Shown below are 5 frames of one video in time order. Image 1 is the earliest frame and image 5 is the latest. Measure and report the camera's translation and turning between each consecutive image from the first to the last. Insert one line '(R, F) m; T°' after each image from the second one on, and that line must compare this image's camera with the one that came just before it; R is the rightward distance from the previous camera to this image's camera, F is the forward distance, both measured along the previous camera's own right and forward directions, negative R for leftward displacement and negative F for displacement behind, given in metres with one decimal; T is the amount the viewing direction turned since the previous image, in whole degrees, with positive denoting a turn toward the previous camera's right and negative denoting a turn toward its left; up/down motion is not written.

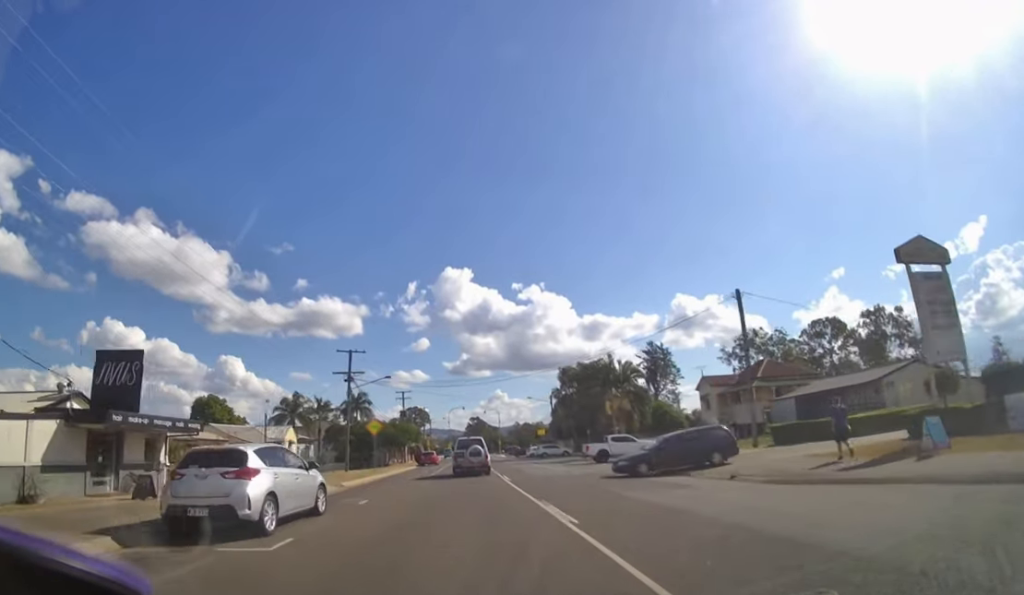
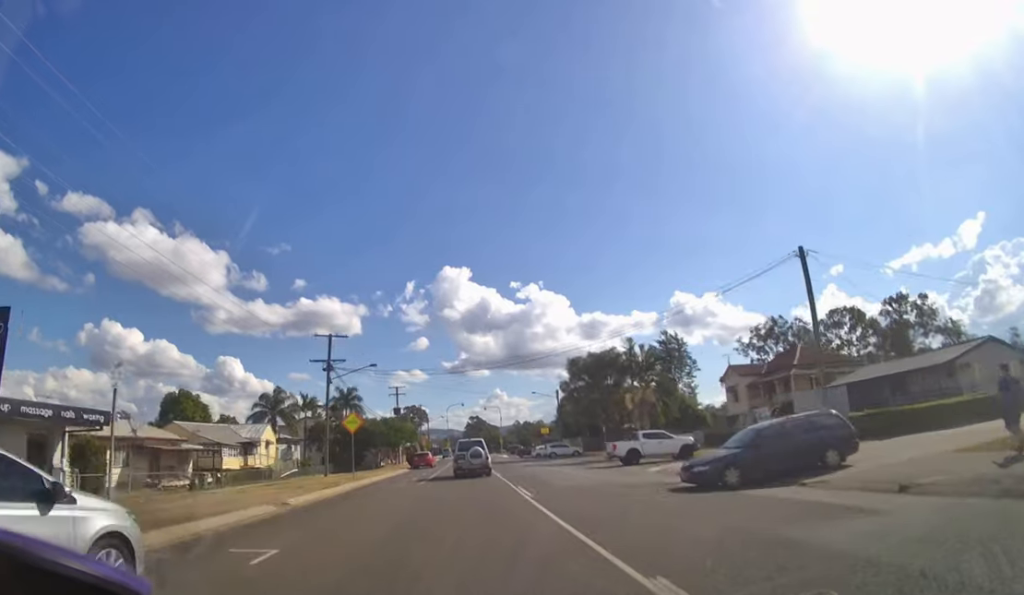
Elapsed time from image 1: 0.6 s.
(0.0, +6.1) m; 0°
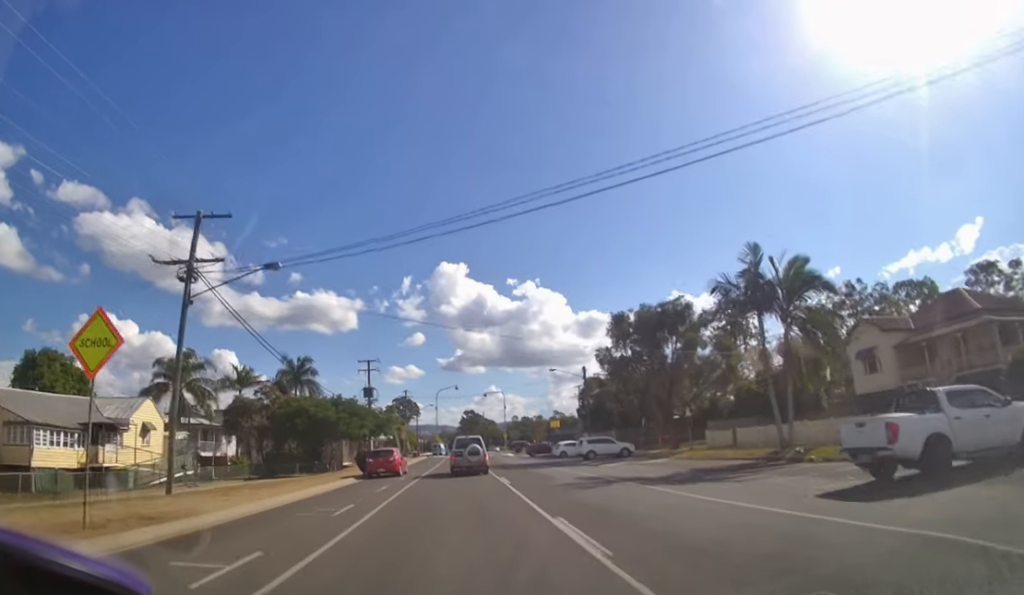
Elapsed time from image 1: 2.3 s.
(0.0, +19.9) m; 0°
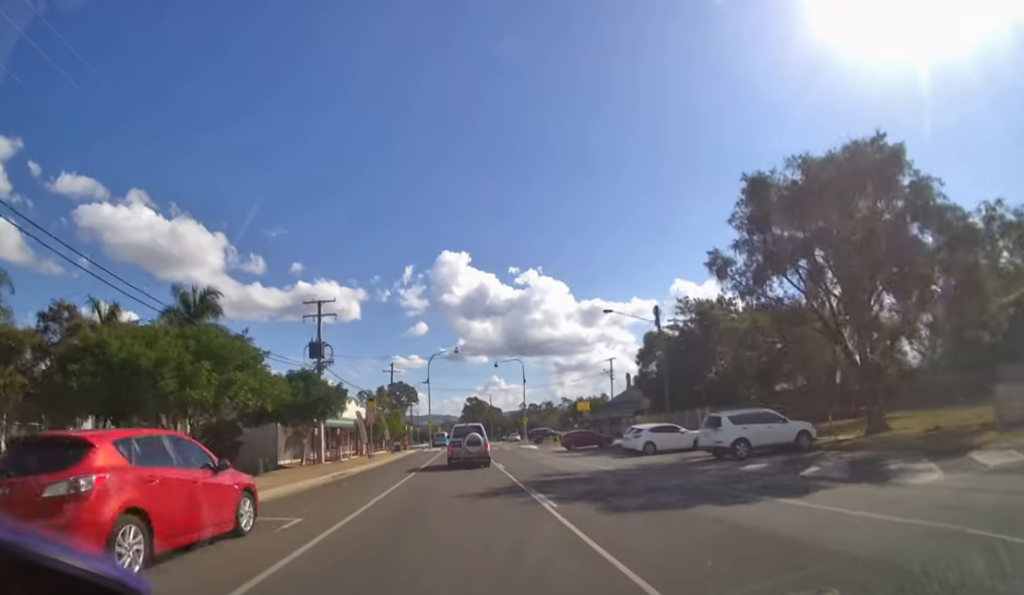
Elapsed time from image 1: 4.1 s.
(+0.1, +23.8) m; 0°
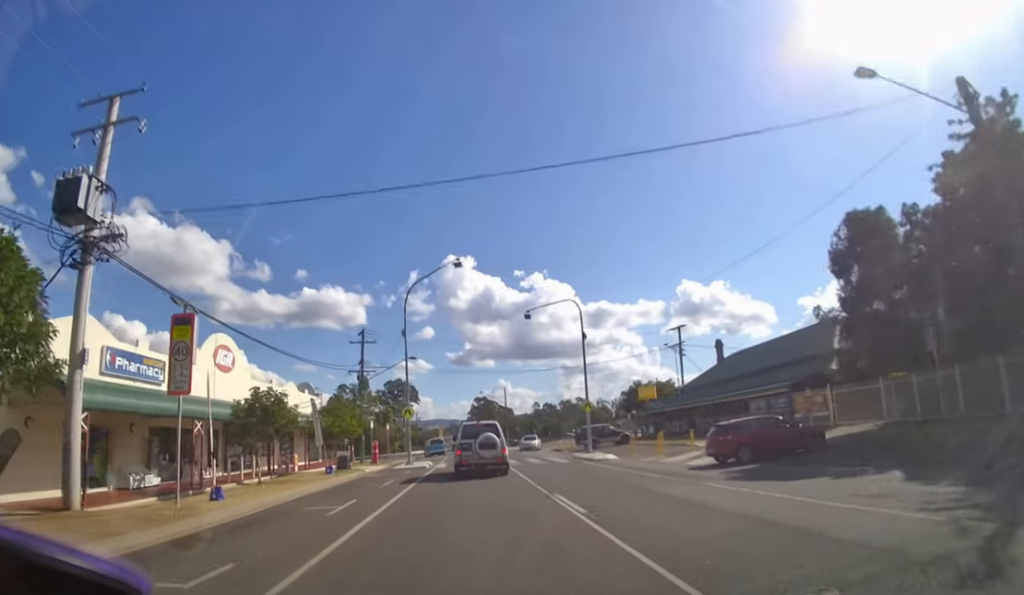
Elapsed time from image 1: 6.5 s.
(-0.2, +26.7) m; 0°
